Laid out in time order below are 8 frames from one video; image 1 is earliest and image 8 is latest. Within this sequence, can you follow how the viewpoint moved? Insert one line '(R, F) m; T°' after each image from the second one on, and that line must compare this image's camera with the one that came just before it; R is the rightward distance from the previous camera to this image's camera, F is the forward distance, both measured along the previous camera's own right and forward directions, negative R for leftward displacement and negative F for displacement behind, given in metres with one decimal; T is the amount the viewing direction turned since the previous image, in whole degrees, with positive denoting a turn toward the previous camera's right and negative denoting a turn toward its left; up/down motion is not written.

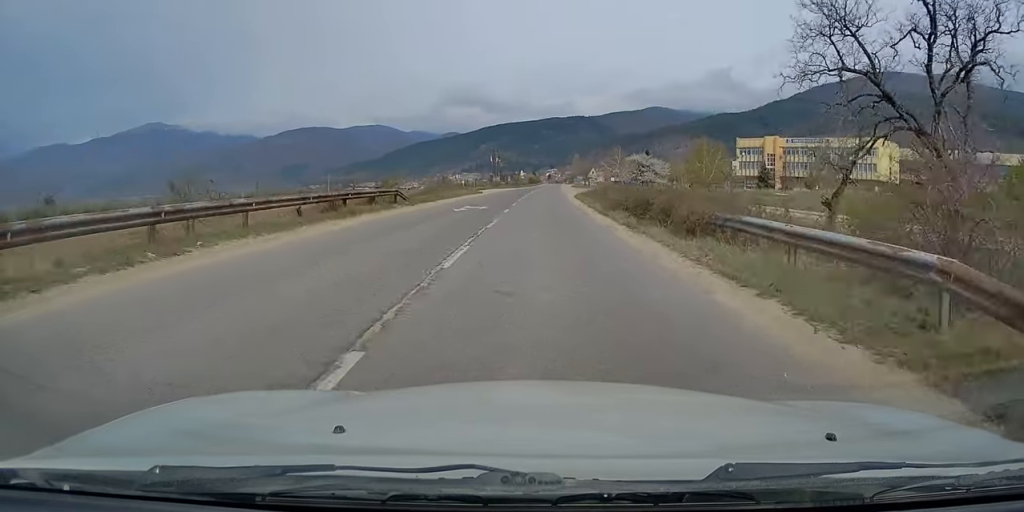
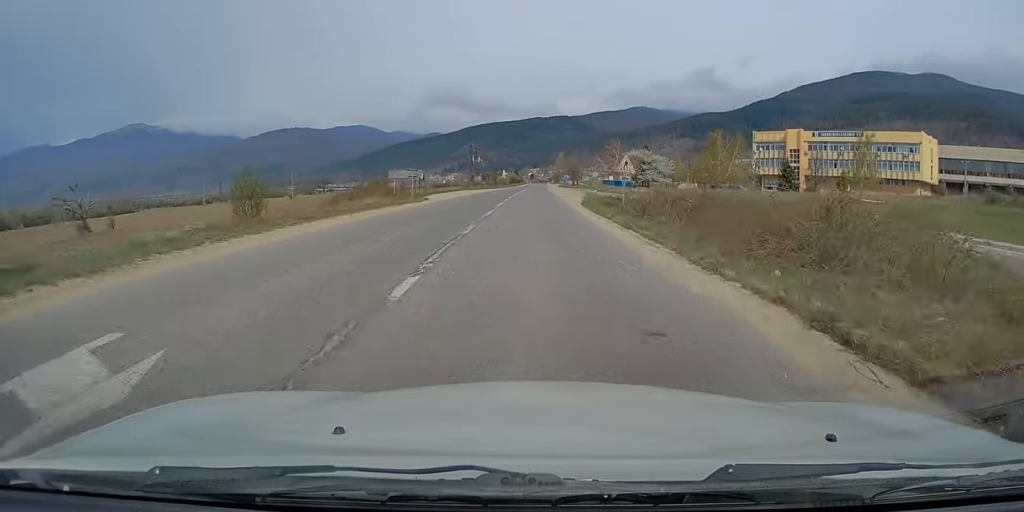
(+0.3, +25.3) m; 0°
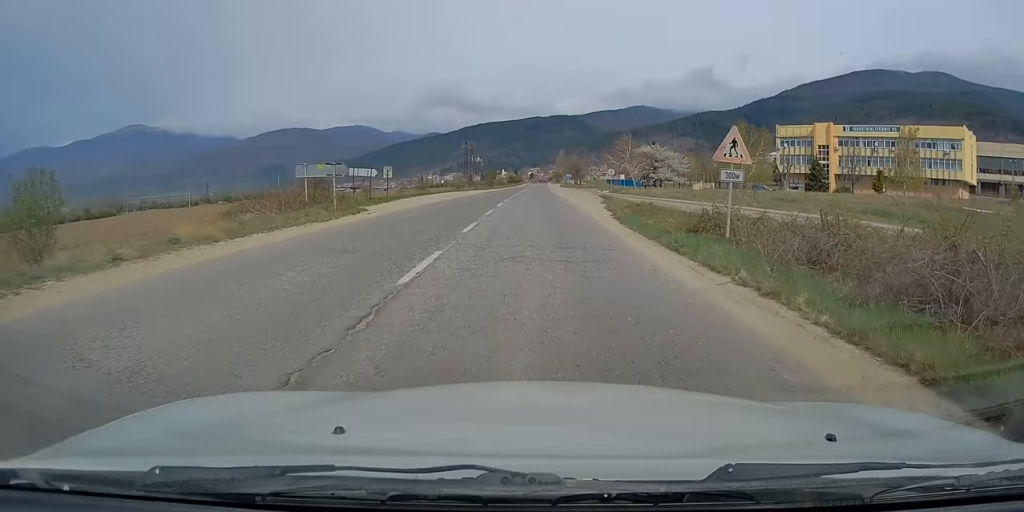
(-0.2, +14.7) m; 0°
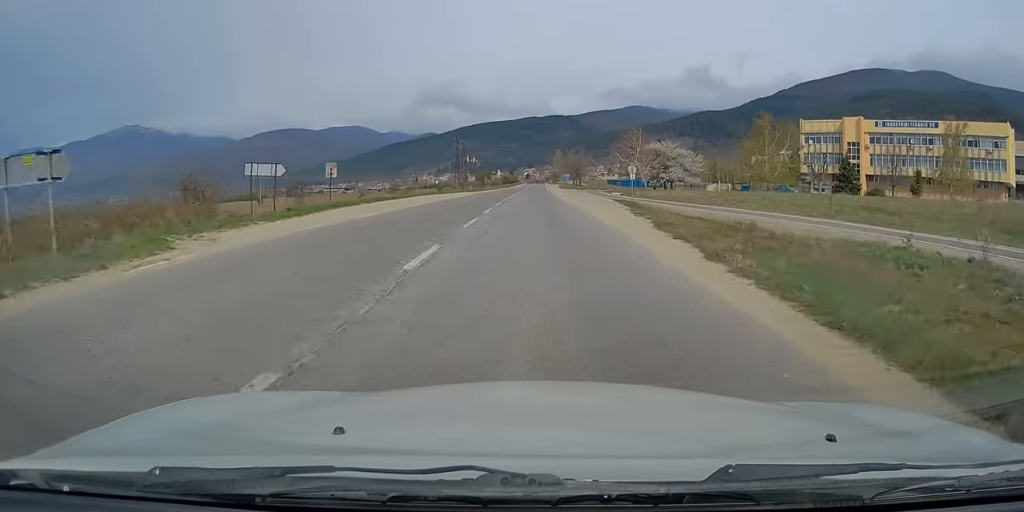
(+0.3, +14.0) m; 0°
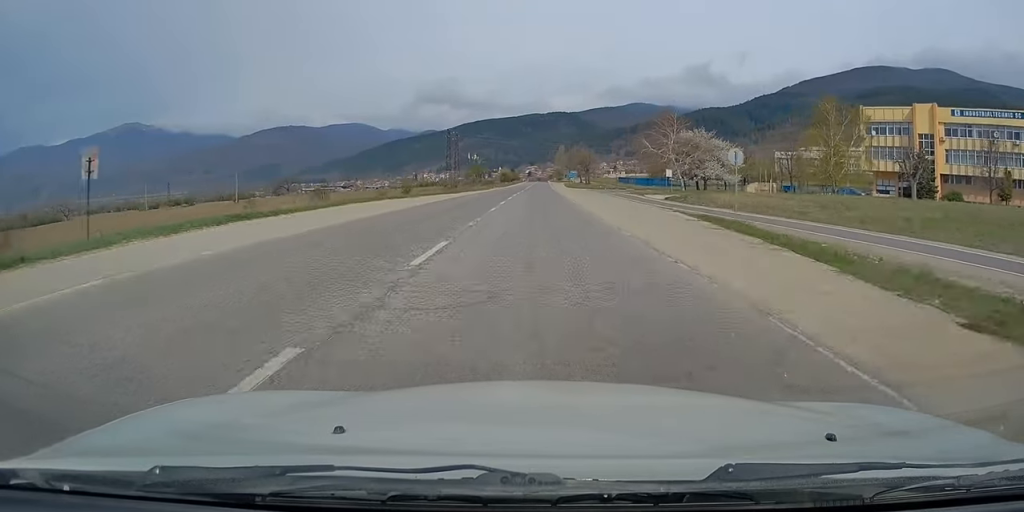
(0.0, +22.3) m; 0°
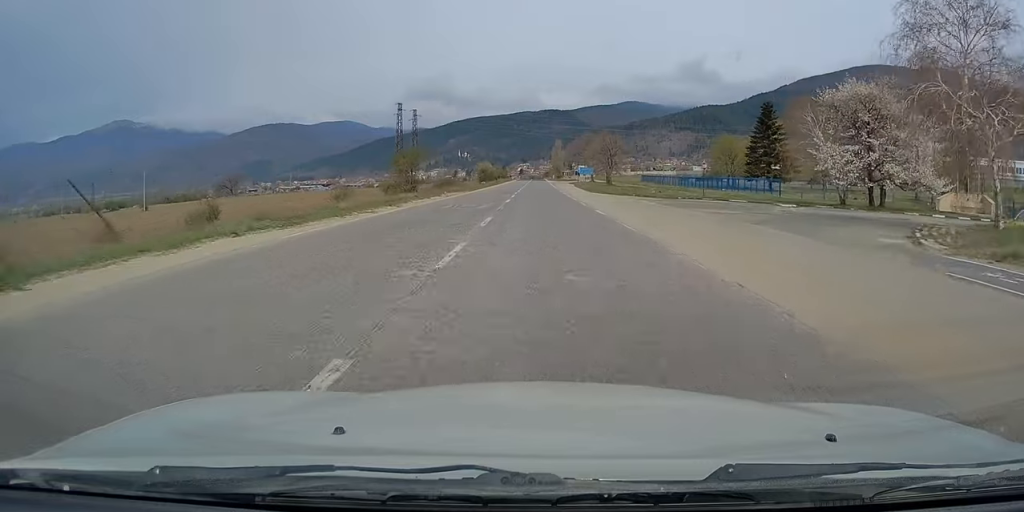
(-0.3, +53.6) m; 0°
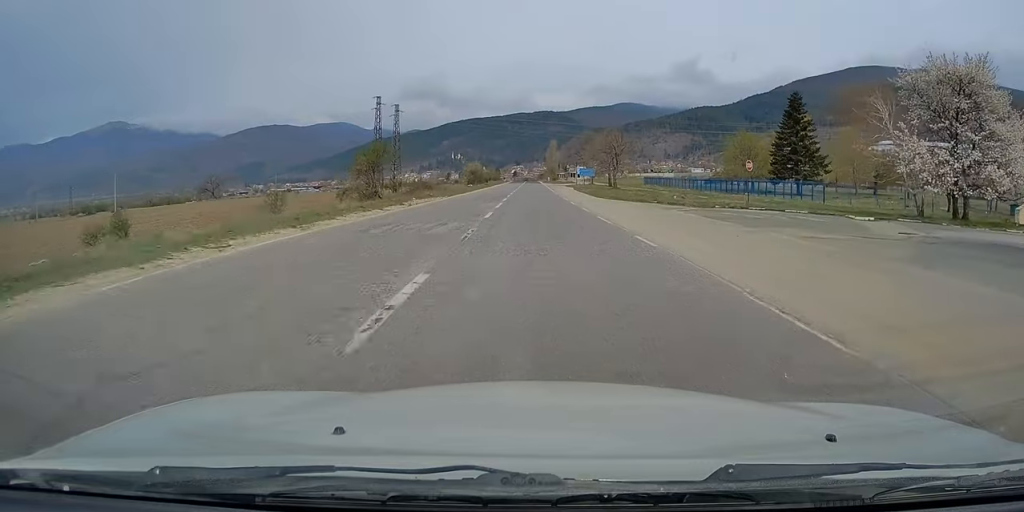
(+0.3, +11.3) m; 0°
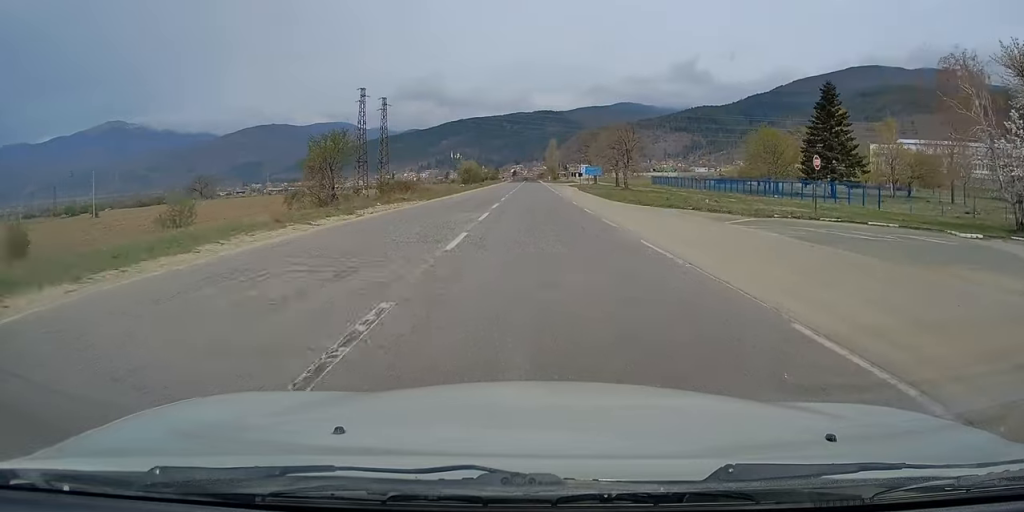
(-0.1, +9.0) m; 0°
